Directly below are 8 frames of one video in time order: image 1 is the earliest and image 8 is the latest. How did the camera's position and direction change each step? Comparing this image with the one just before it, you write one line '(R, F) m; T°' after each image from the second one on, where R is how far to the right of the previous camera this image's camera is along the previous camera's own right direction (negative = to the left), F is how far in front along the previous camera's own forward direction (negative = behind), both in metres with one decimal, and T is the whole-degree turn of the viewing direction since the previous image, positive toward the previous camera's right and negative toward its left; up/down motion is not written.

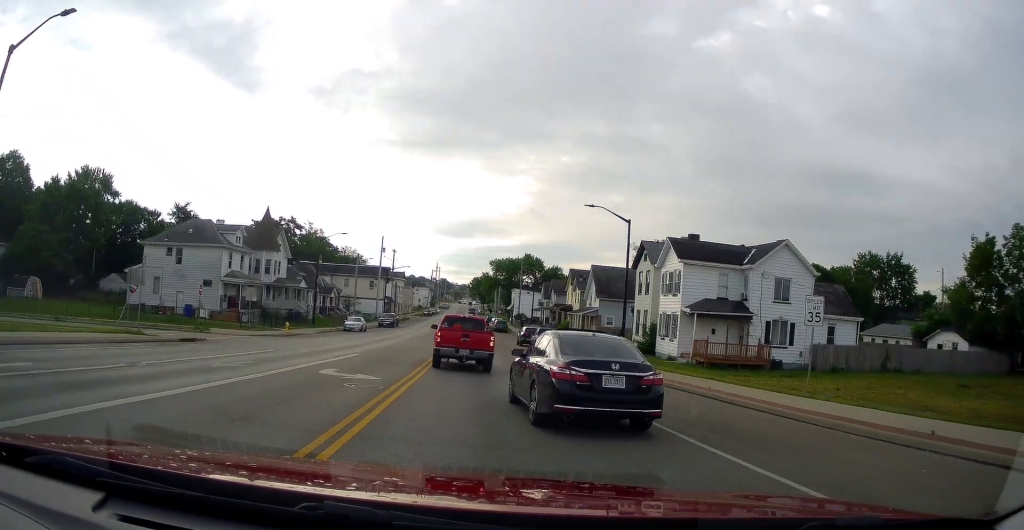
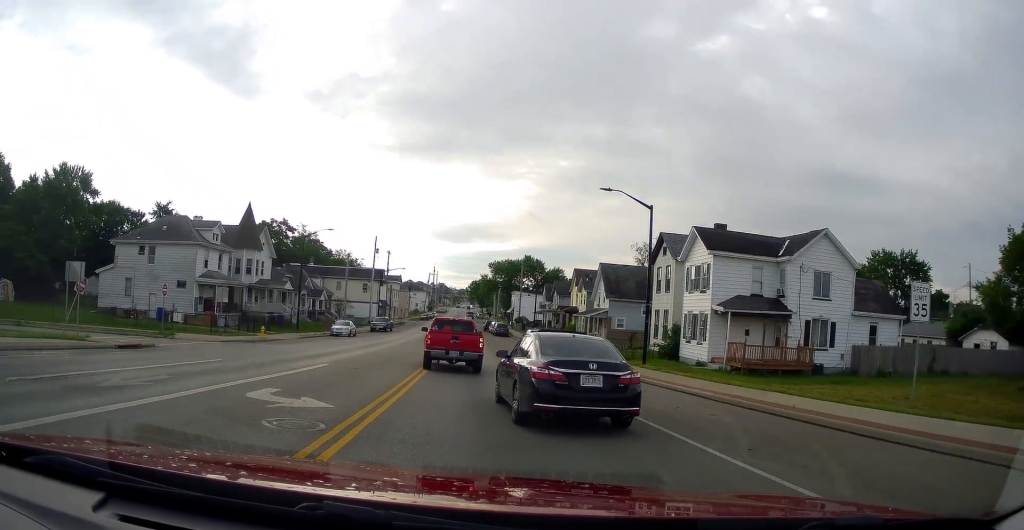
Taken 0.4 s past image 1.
(0.0, +5.0) m; 0°
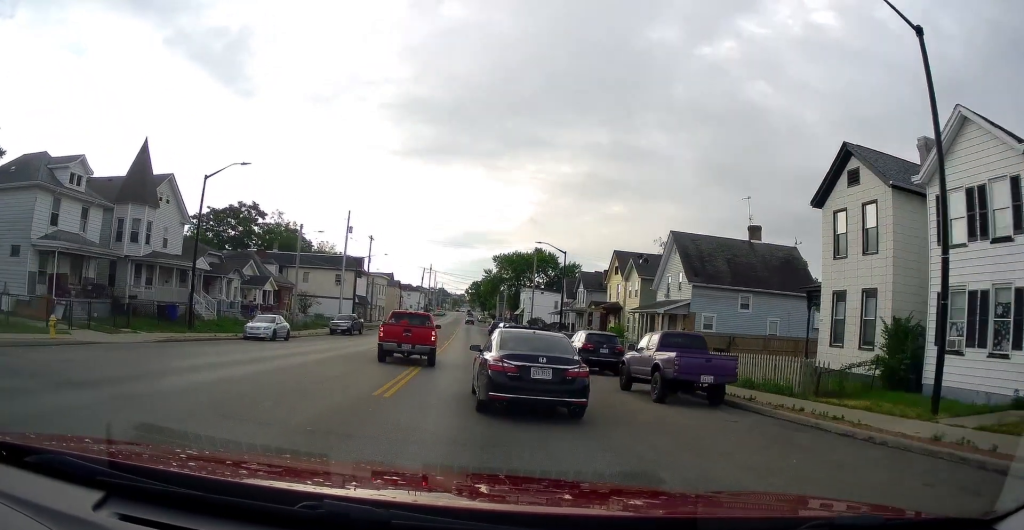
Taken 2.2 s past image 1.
(-0.1, +21.7) m; +2°
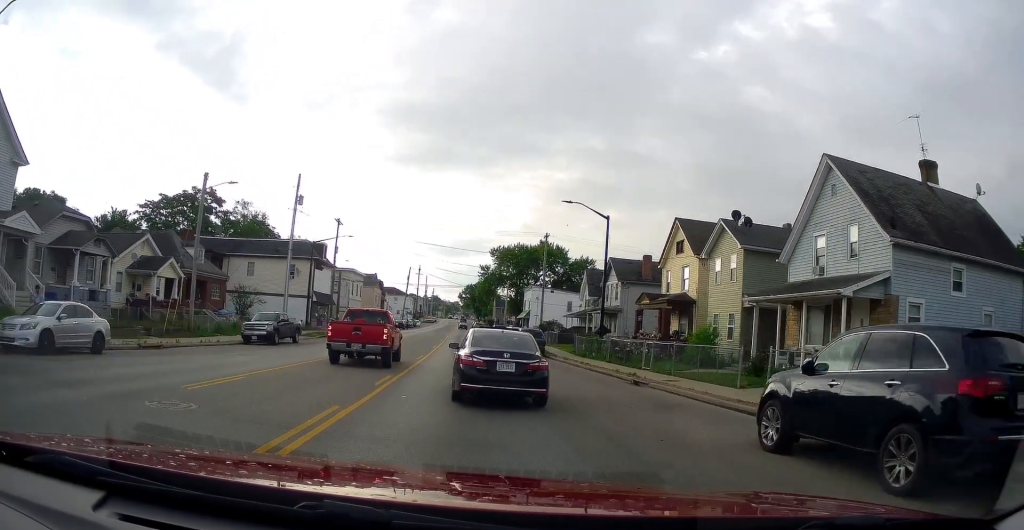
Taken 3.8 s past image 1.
(-0.2, +19.7) m; -3°
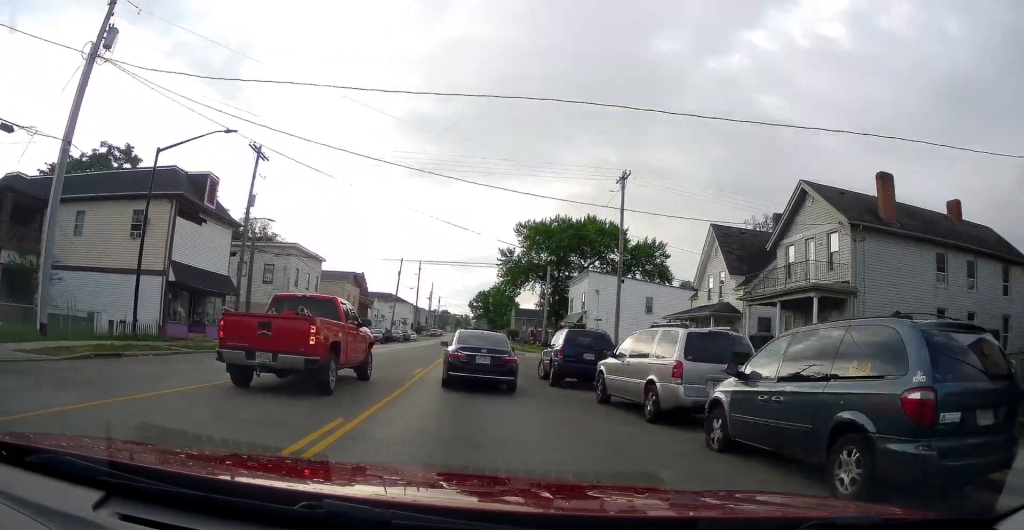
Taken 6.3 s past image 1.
(0.0, +33.2) m; -2°
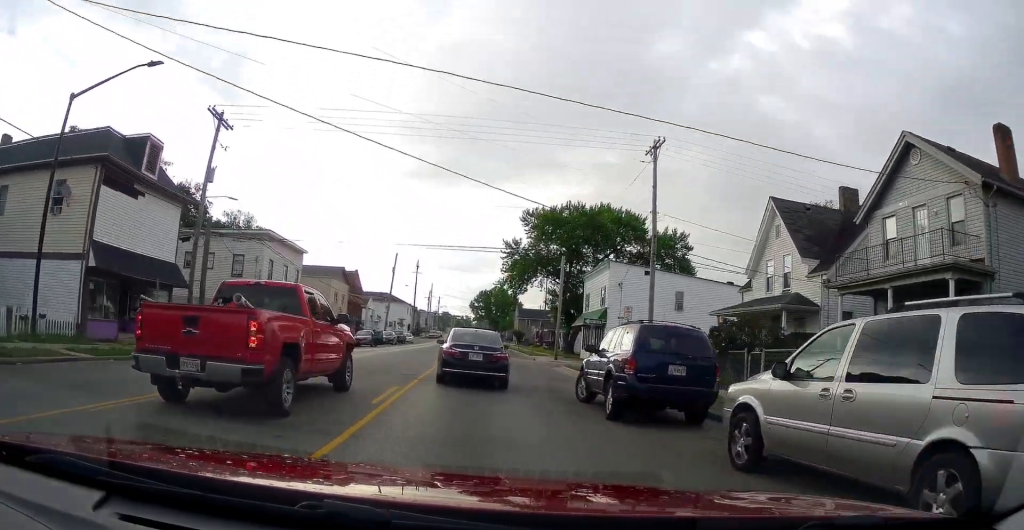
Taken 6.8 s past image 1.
(-0.3, +7.4) m; +1°
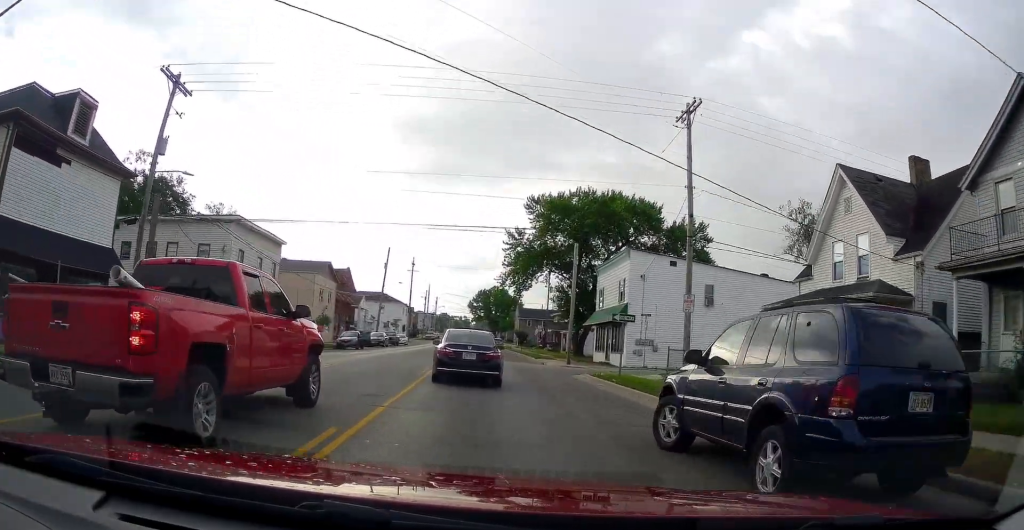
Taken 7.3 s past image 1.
(-0.4, +6.0) m; +1°
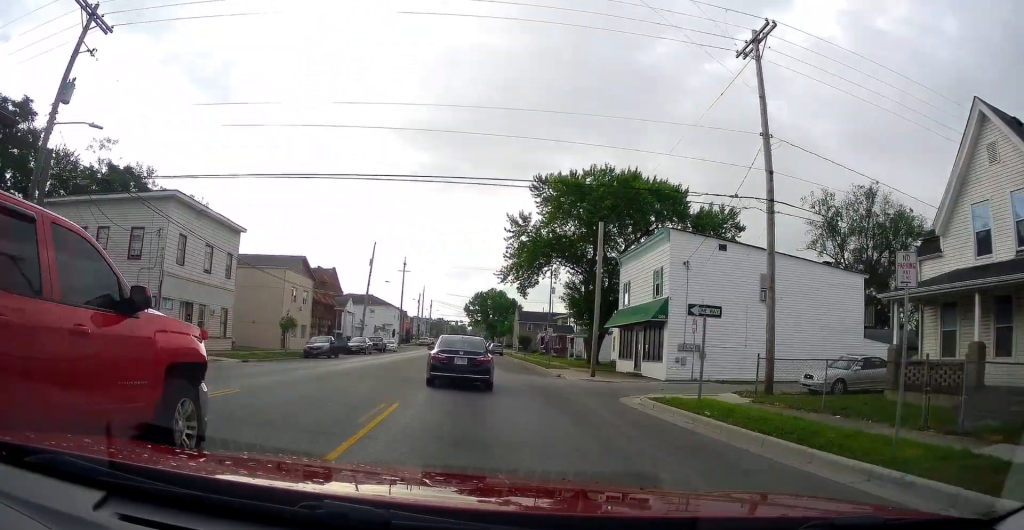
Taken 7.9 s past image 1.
(+0.6, +8.3) m; +2°
